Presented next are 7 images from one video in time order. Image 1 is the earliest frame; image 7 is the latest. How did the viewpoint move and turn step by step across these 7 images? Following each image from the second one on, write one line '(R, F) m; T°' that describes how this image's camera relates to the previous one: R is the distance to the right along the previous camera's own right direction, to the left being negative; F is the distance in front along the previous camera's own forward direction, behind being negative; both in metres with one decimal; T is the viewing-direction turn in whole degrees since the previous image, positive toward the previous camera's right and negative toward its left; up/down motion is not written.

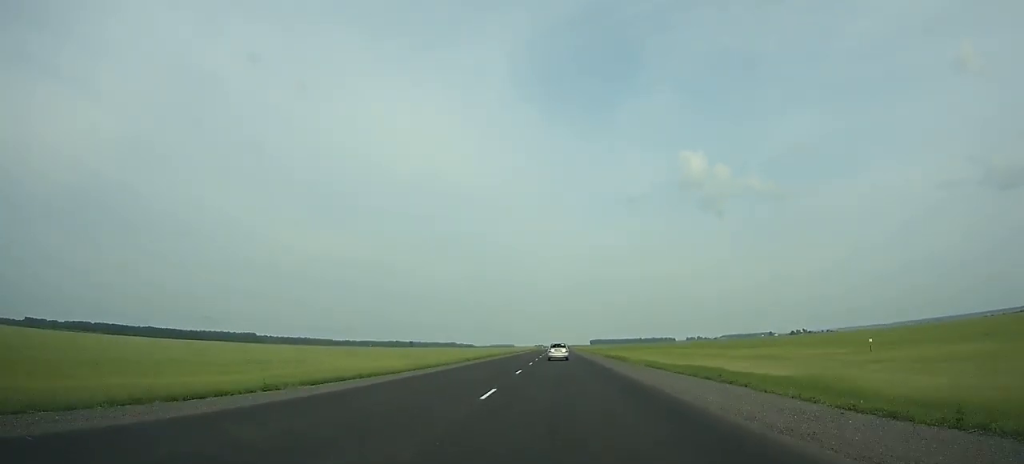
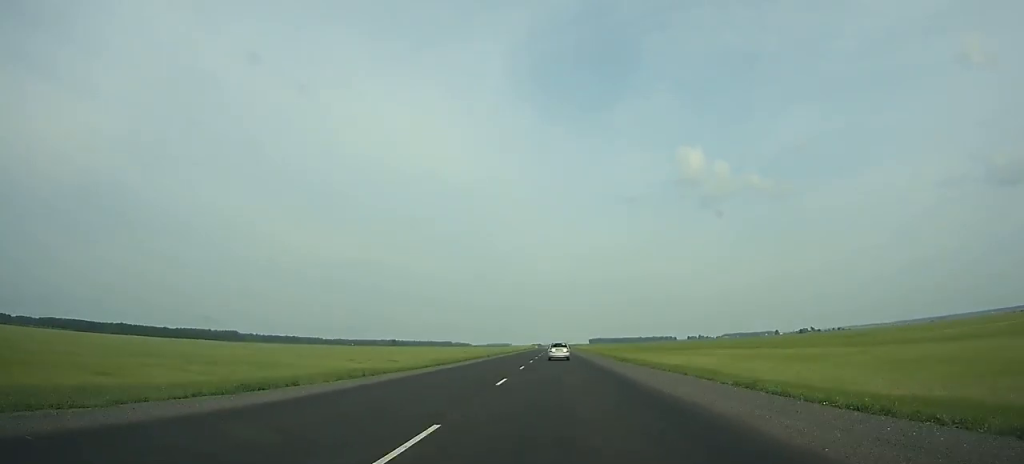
(0.0, +79.3) m; 0°
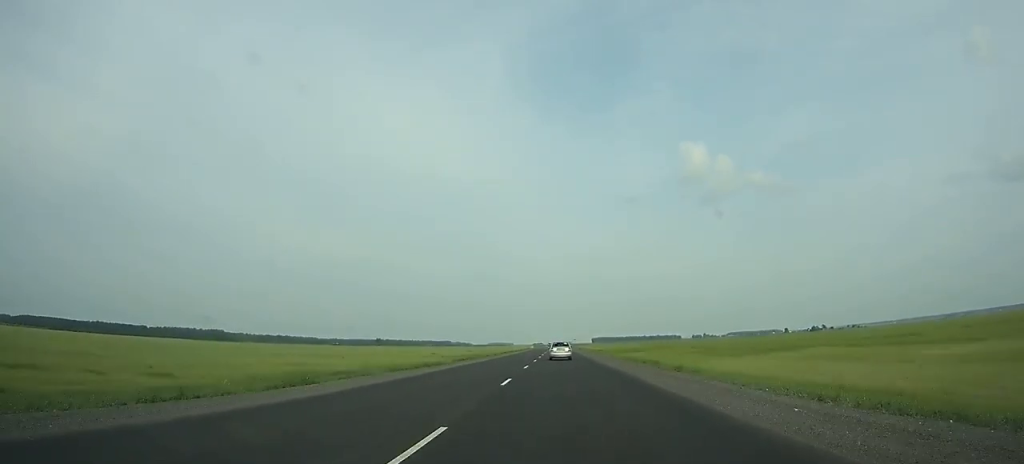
(+0.1, +75.4) m; 0°
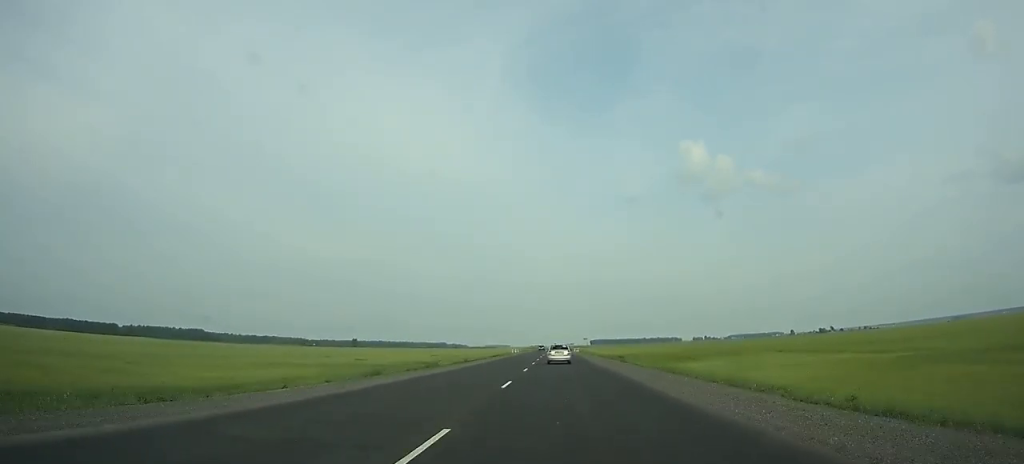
(+0.1, +76.4) m; 0°
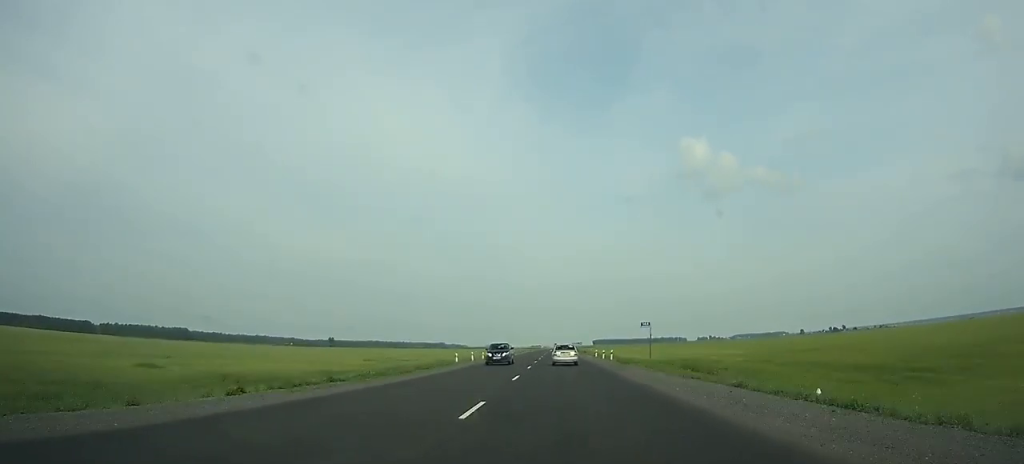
(-0.1, +69.3) m; 0°
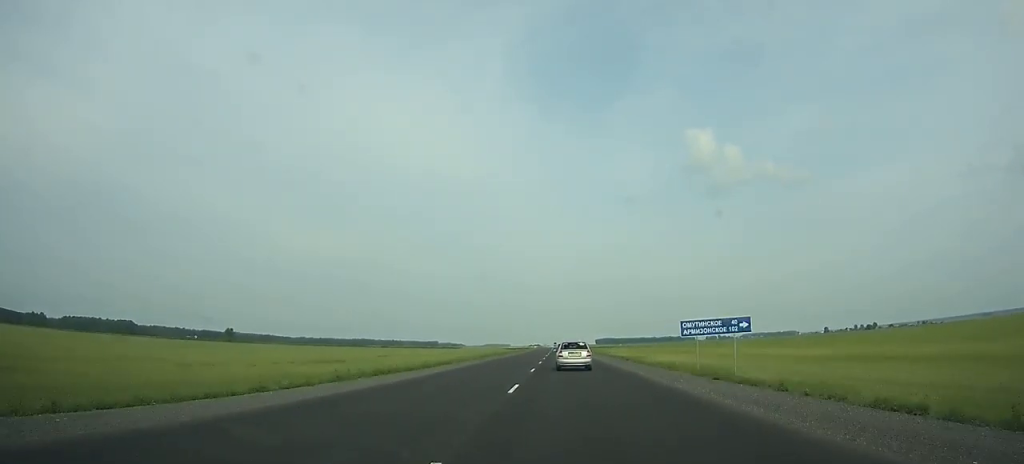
(-0.1, +172.9) m; 0°
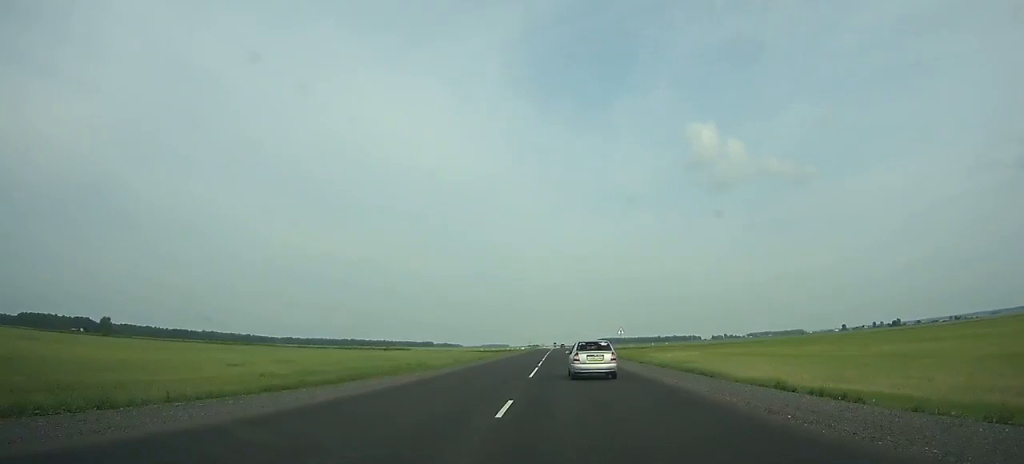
(0.0, +109.0) m; 0°
